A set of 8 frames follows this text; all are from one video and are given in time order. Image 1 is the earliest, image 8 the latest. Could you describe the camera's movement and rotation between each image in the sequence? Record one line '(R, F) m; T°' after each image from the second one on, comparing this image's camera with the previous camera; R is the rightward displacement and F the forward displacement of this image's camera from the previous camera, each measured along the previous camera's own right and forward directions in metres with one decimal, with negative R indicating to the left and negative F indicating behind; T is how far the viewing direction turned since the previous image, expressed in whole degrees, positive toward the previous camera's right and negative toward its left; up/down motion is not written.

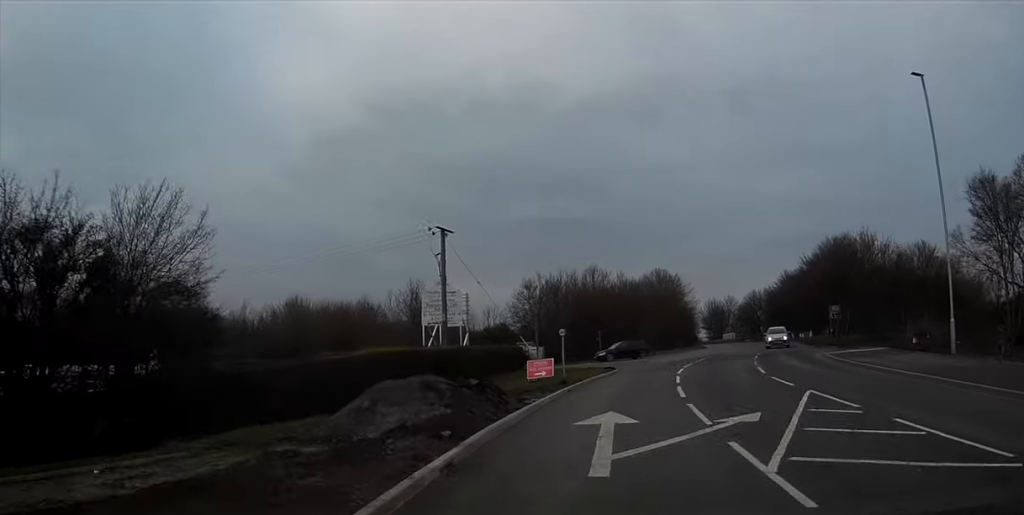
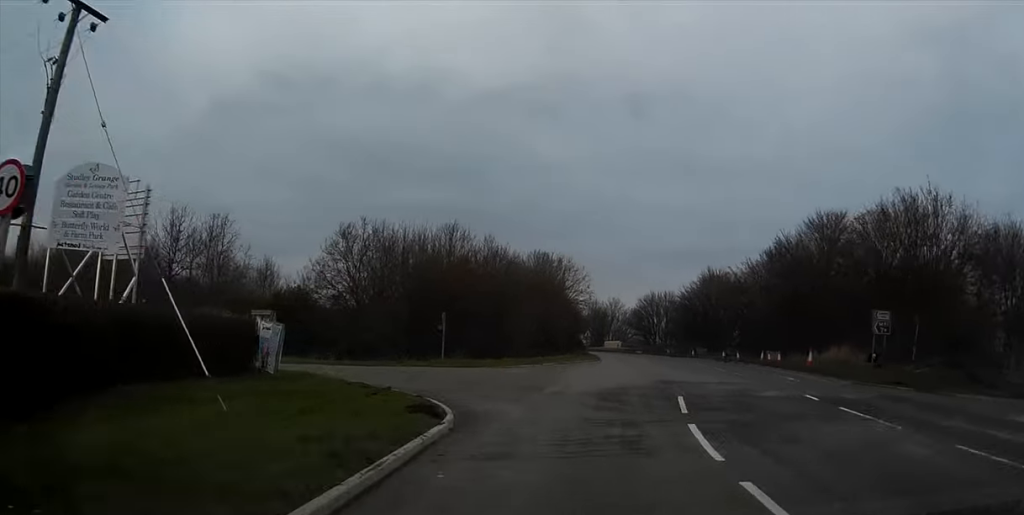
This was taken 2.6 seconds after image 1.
(+1.7, +27.2) m; +9°
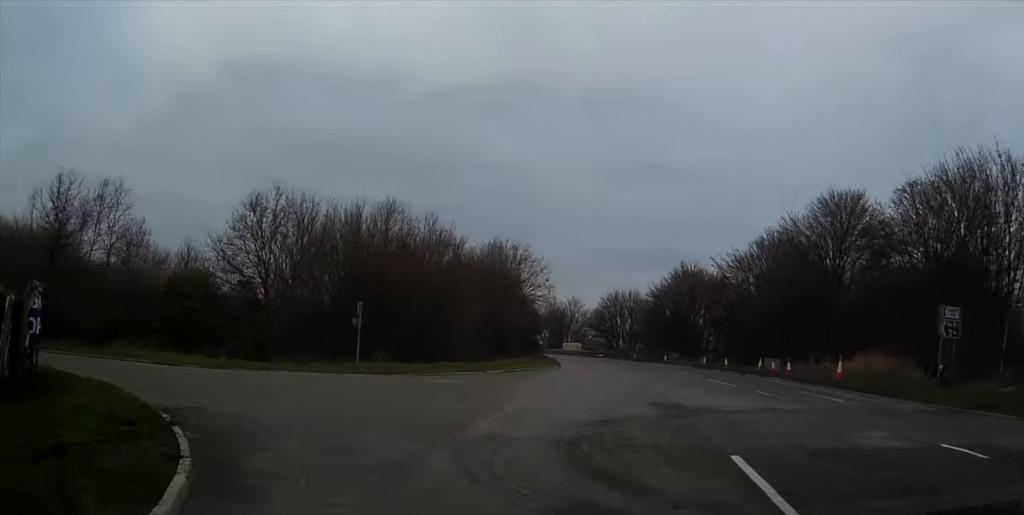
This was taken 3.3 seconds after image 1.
(+0.4, +9.0) m; +3°
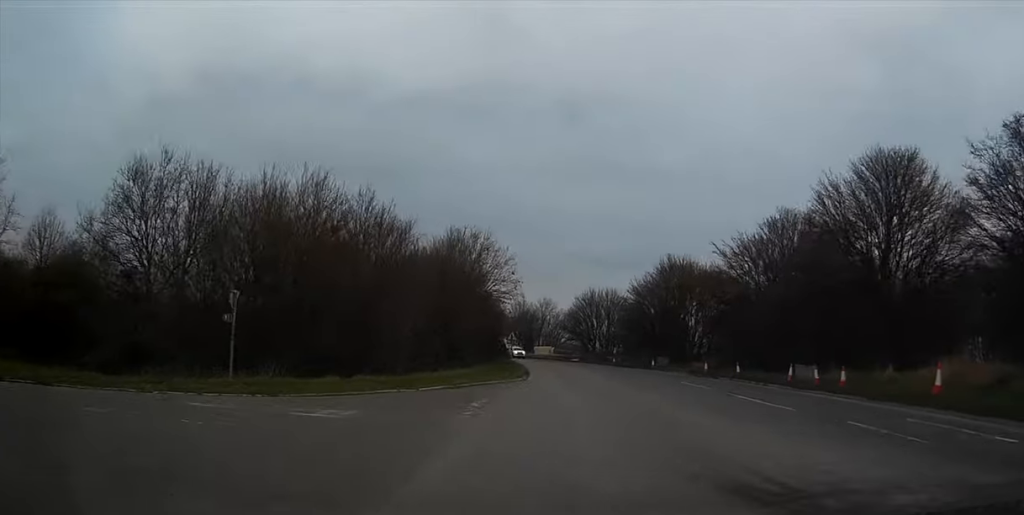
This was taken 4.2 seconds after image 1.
(+0.3, +9.9) m; +2°
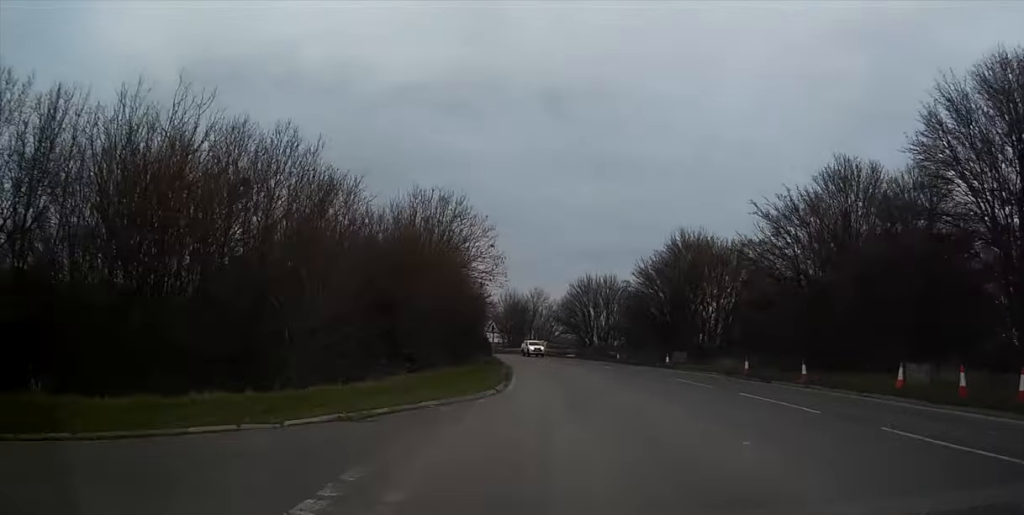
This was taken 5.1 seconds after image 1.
(+0.1, +10.9) m; 0°
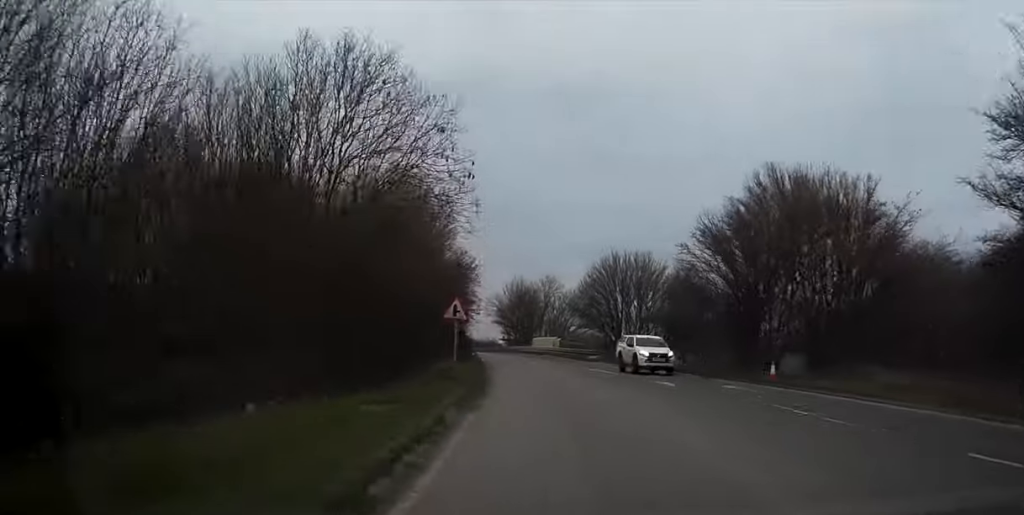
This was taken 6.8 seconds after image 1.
(-0.2, +22.0) m; -1°
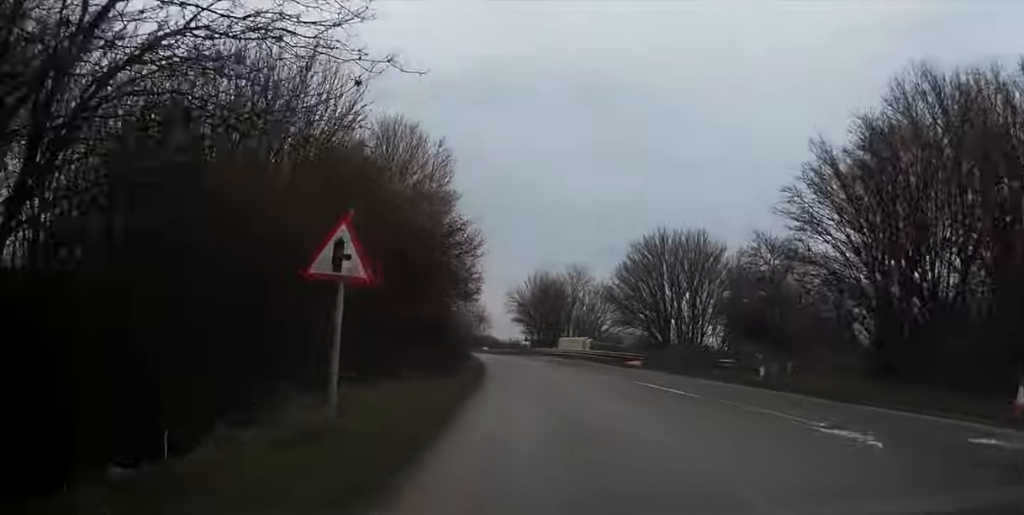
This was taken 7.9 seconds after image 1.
(-0.1, +15.7) m; -2°
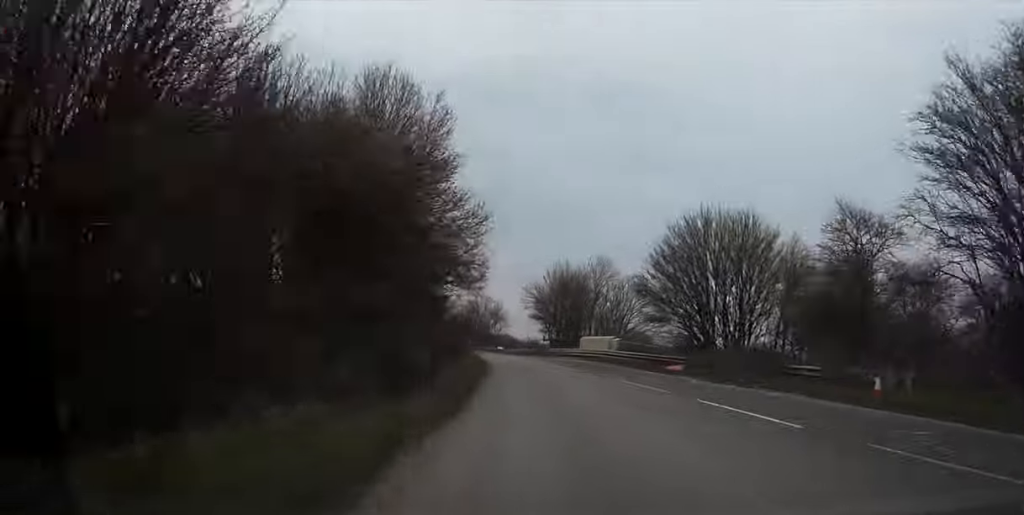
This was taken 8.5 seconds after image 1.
(0.0, +8.5) m; -1°
